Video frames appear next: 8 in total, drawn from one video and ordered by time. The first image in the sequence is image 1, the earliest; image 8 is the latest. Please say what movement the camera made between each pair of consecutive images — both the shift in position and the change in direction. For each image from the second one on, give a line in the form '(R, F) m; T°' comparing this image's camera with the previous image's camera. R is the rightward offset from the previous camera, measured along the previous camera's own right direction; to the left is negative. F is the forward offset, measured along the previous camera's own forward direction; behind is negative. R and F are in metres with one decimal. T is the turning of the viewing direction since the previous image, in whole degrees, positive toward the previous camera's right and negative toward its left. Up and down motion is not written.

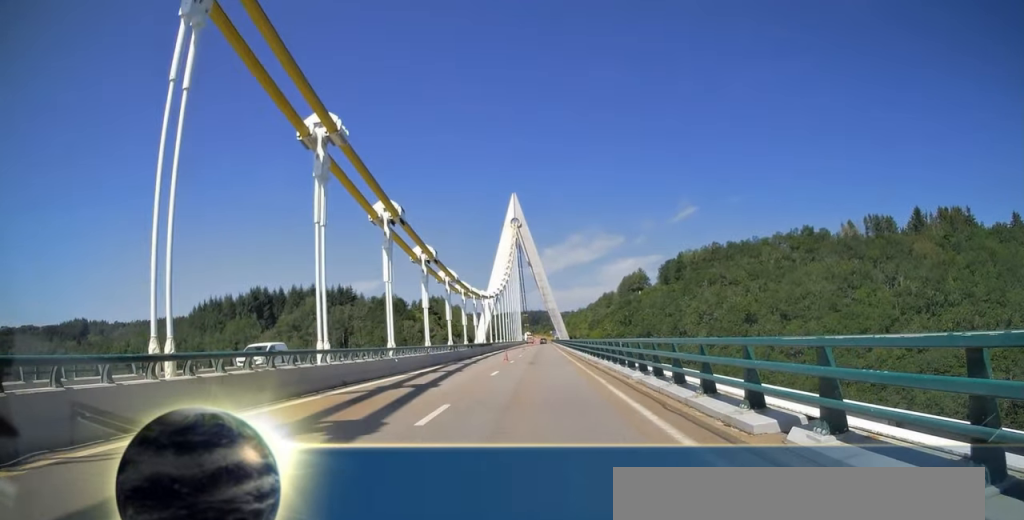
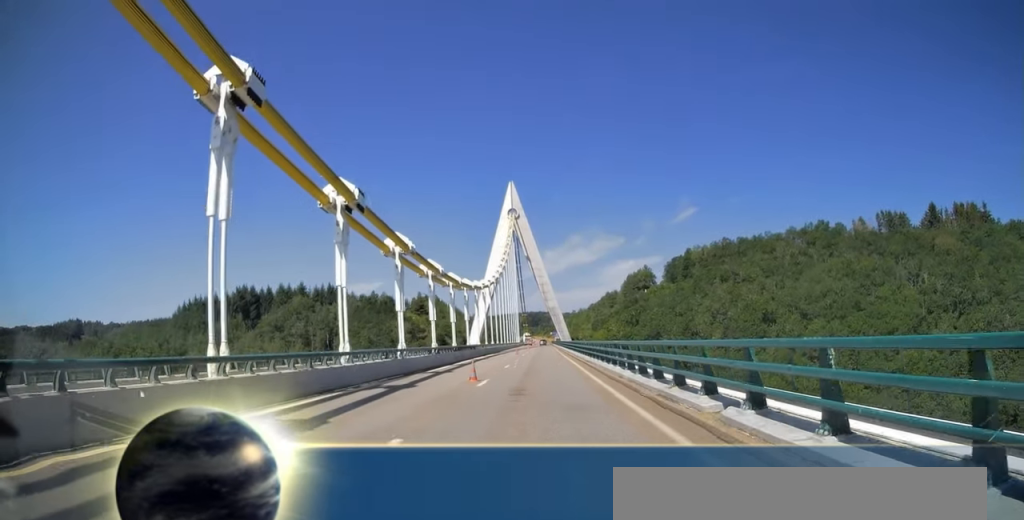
(0.0, +17.4) m; +1°
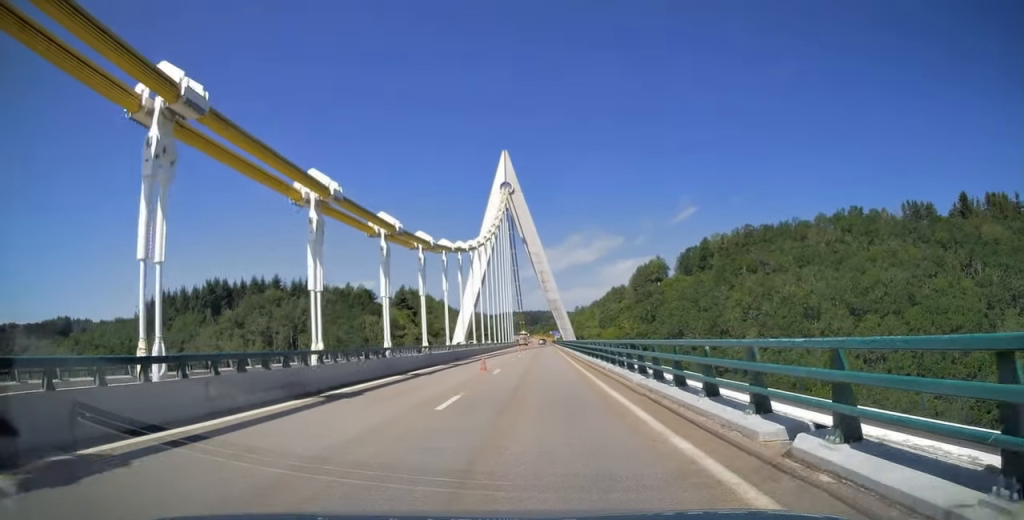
(+0.2, +32.7) m; 0°
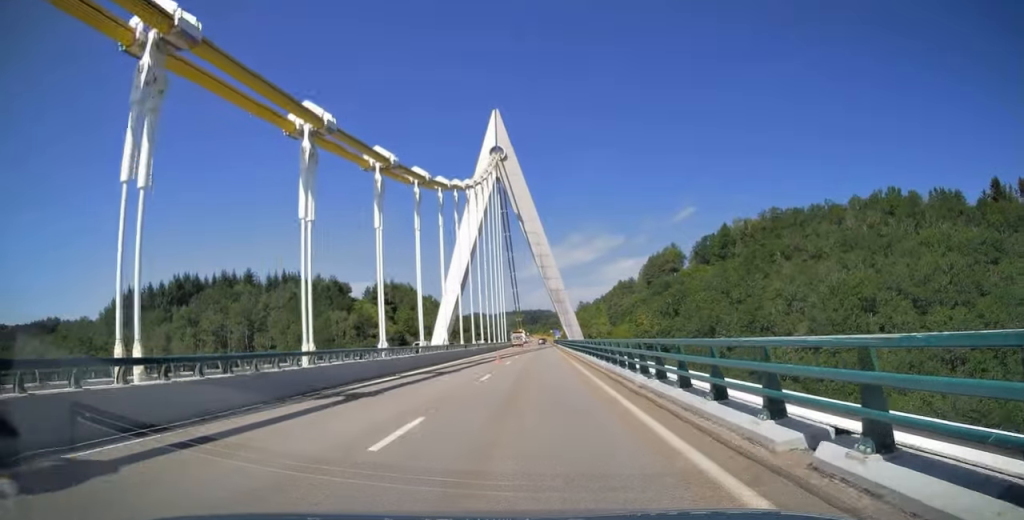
(-0.3, +30.5) m; -1°
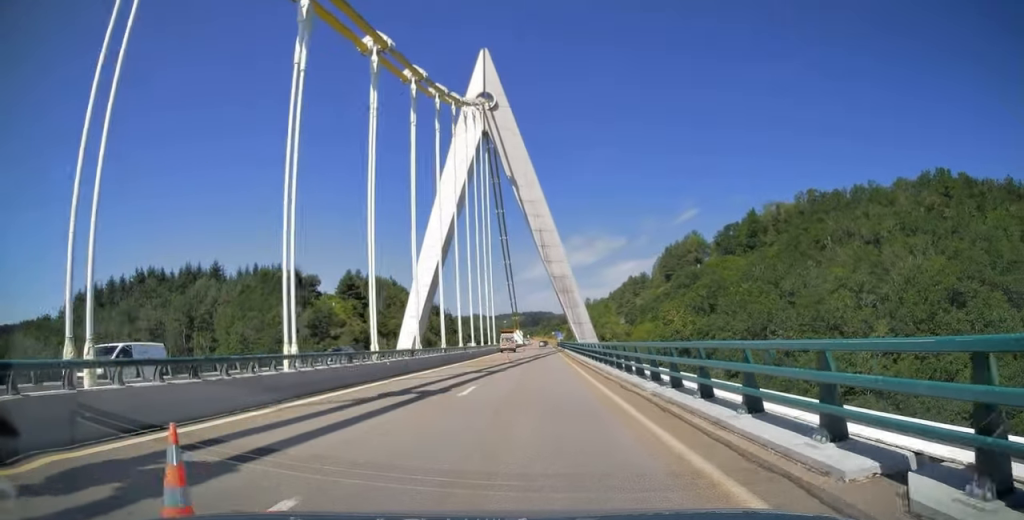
(0.0, +31.4) m; 0°
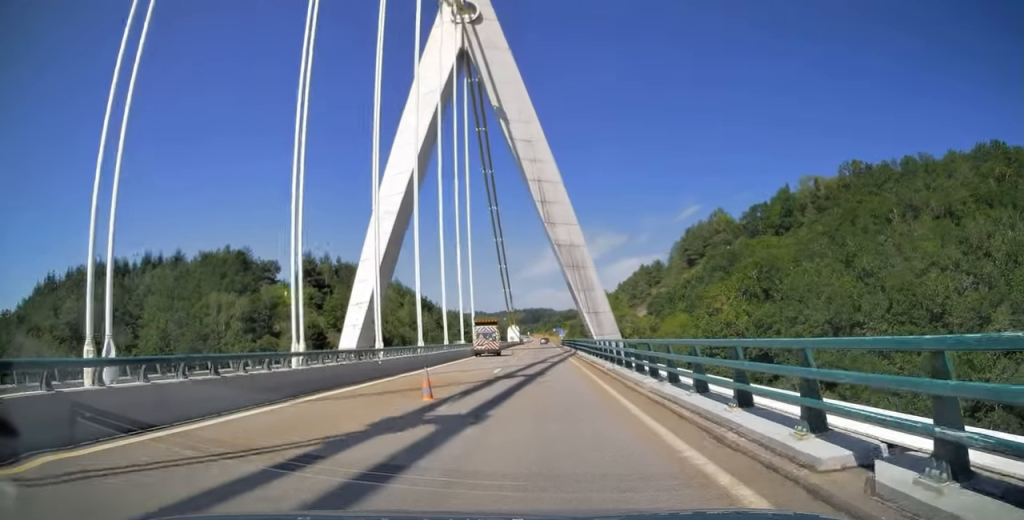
(0.0, +29.3) m; 0°
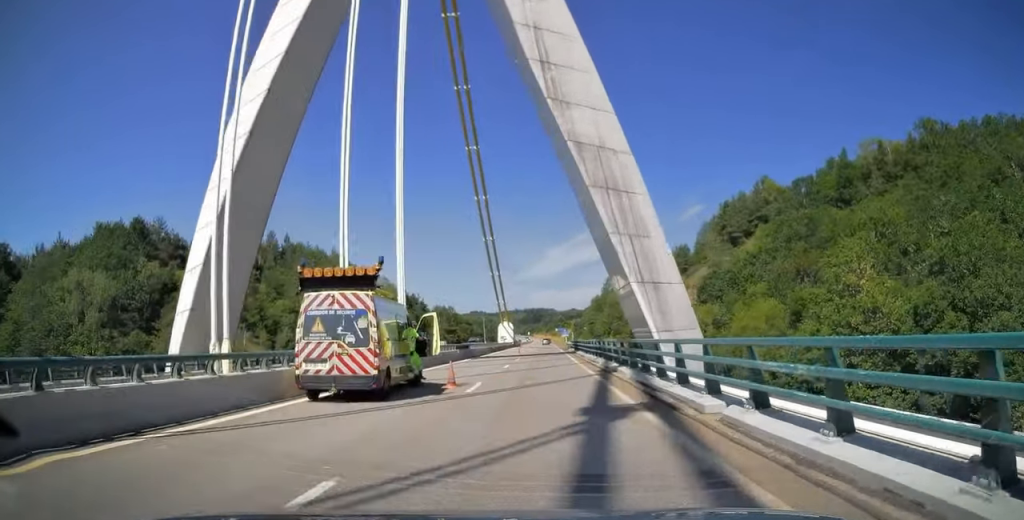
(0.0, +35.2) m; 0°
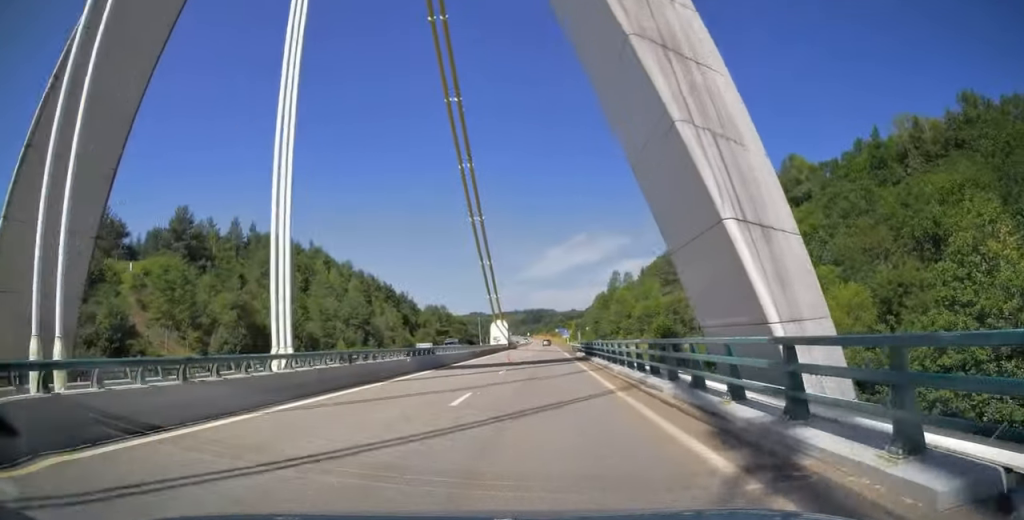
(0.0, +16.1) m; 0°
